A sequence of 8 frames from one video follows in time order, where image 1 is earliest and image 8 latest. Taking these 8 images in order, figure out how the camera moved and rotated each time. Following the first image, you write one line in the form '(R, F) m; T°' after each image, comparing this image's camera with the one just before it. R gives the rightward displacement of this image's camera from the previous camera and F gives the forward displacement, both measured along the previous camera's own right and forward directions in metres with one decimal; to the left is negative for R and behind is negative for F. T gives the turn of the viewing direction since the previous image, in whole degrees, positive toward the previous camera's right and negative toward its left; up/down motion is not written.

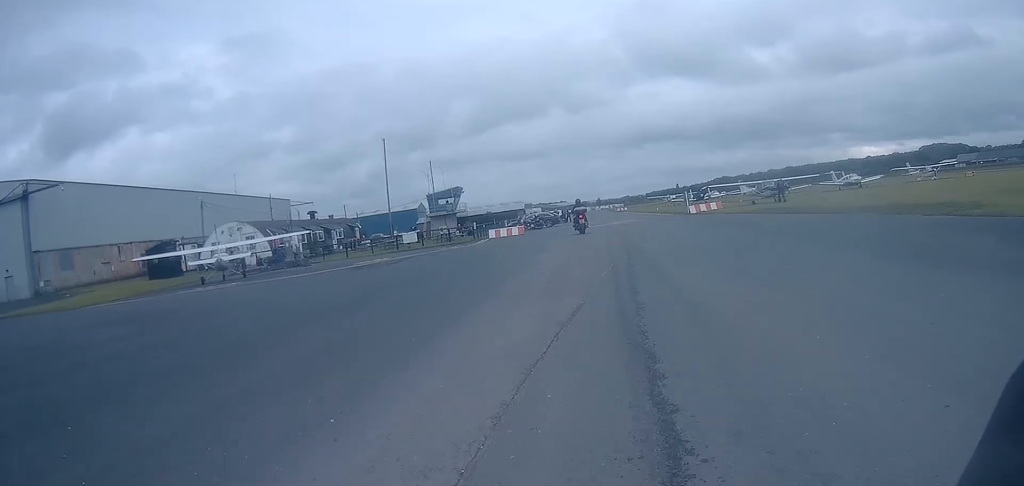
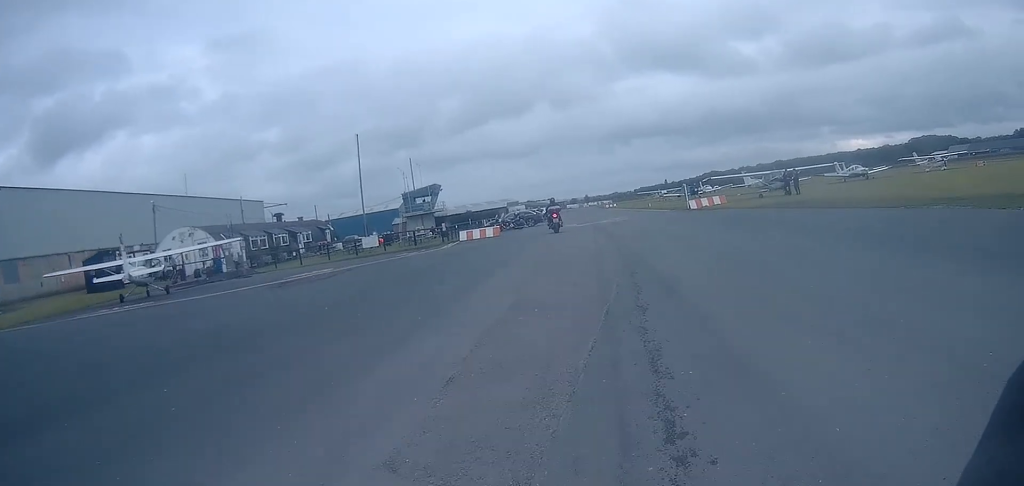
(+0.1, +5.6) m; 0°
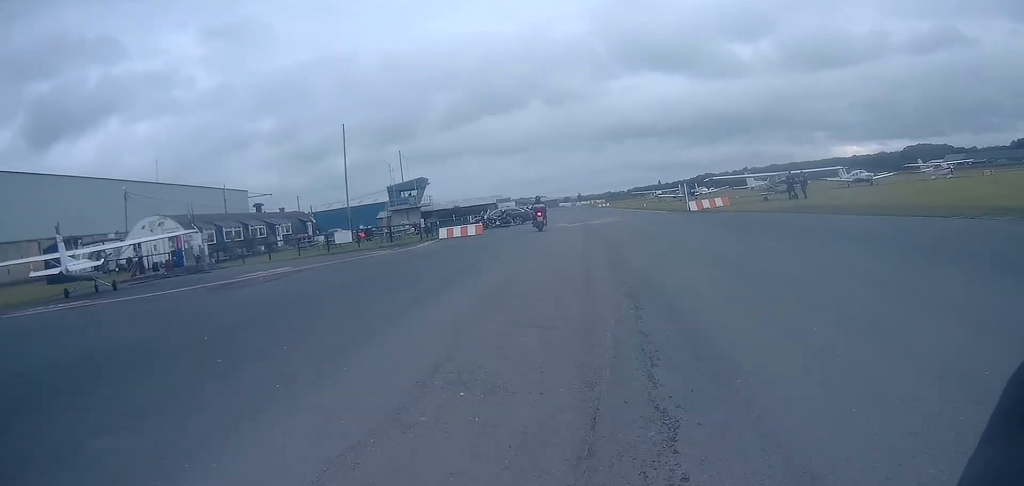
(0.0, +3.0) m; 0°
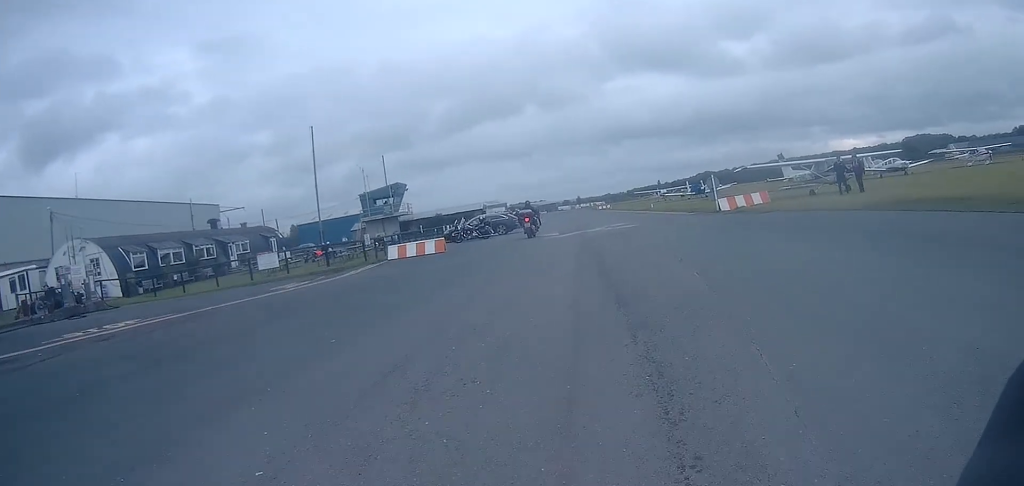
(+0.1, +8.8) m; +3°
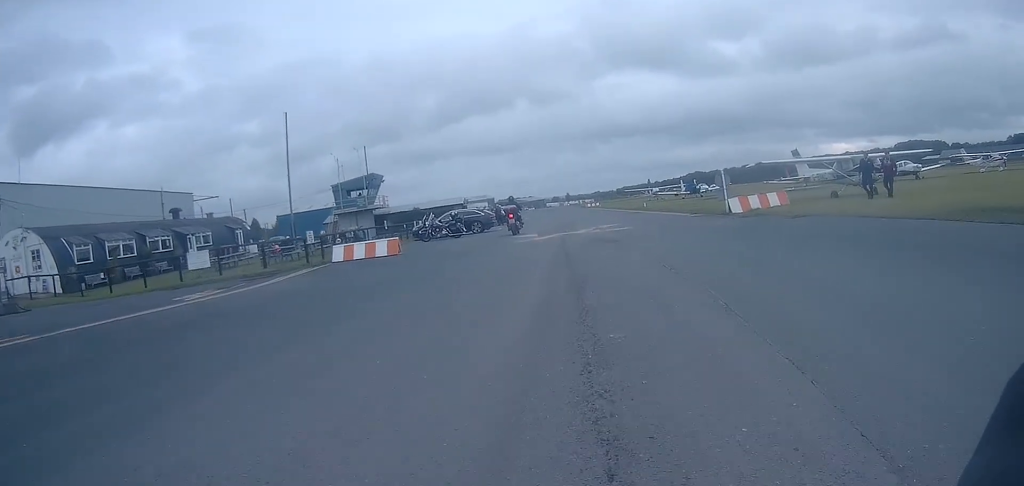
(+0.1, +4.4) m; +3°
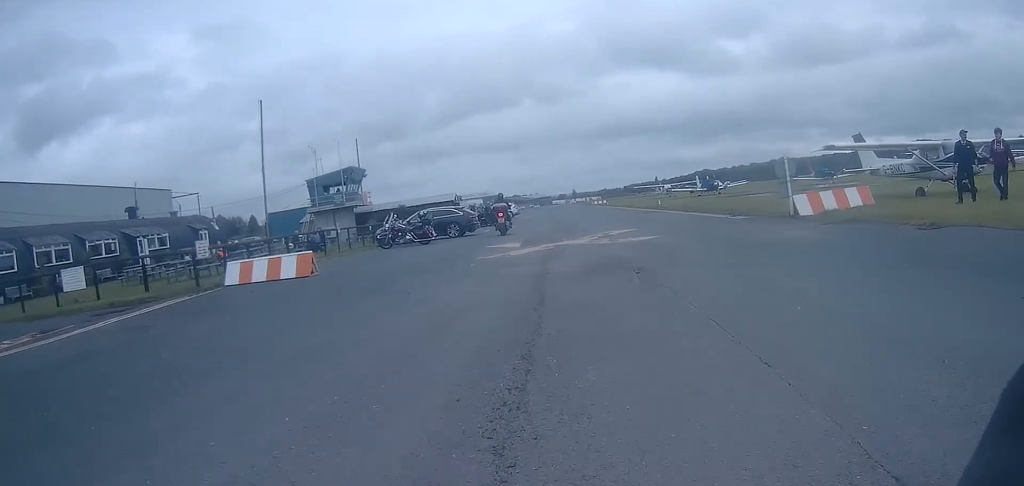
(+0.4, +7.3) m; +2°
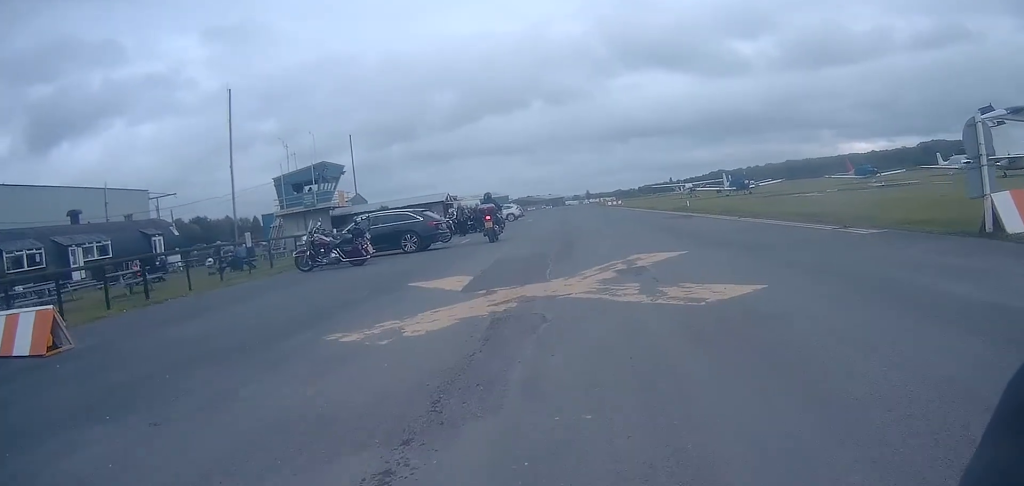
(-0.2, +8.2) m; -1°
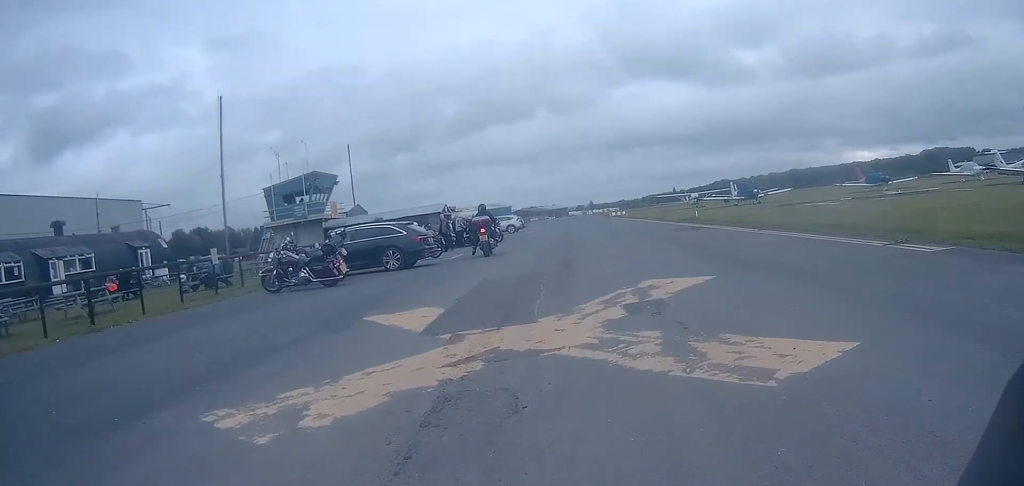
(0.0, +2.1) m; -1°
